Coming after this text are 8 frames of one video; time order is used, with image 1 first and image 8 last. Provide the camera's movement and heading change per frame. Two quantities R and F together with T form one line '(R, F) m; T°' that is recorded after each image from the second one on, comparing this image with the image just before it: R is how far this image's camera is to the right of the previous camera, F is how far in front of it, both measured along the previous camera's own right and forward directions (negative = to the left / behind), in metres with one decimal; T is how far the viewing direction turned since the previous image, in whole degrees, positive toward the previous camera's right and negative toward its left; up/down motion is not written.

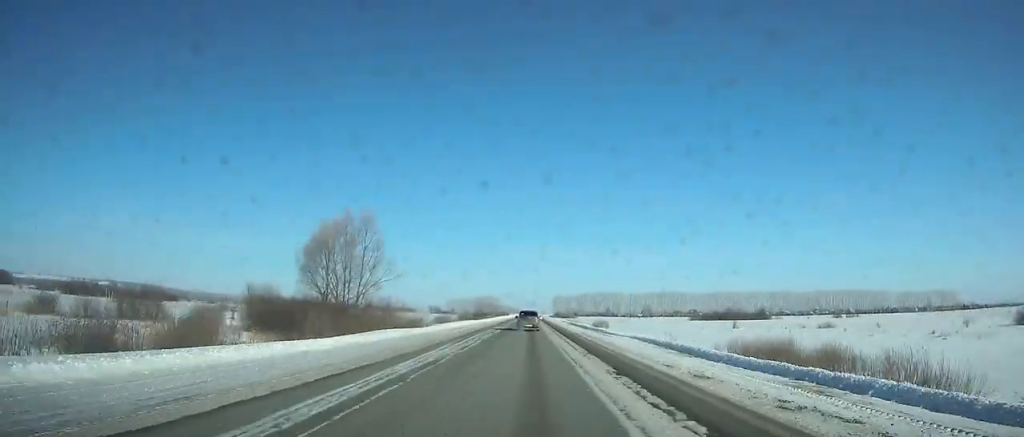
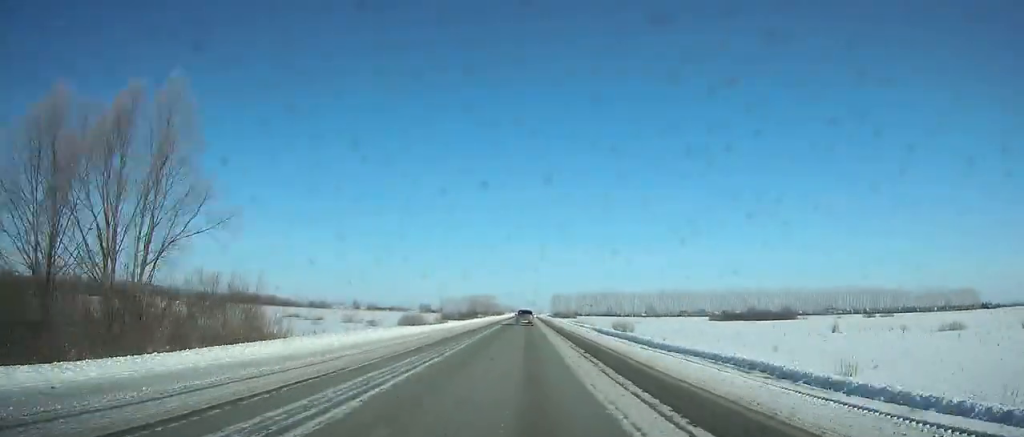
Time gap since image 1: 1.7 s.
(+0.1, +40.4) m; 0°
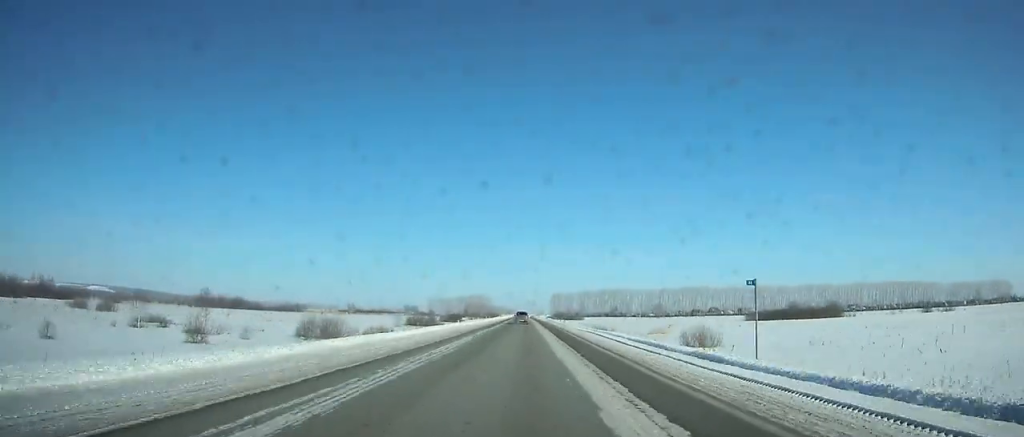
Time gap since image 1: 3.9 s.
(+0.2, +53.7) m; 0°
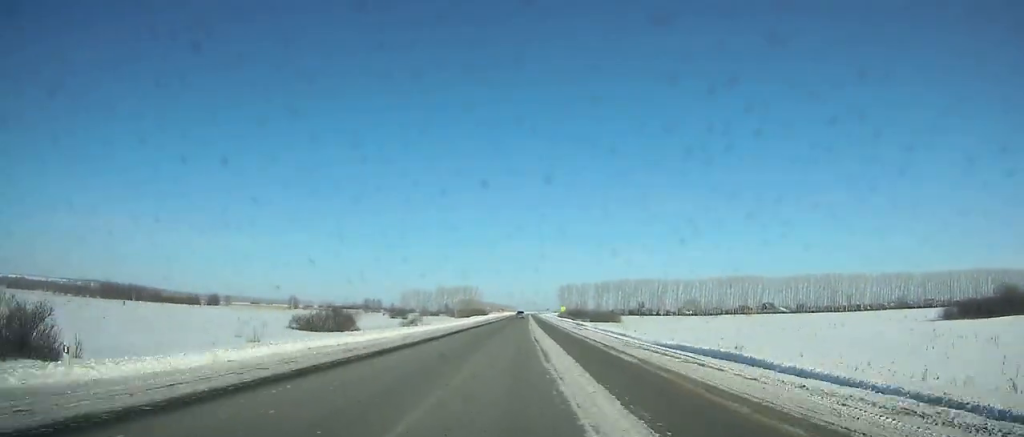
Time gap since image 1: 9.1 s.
(+0.3, +133.8) m; 0°
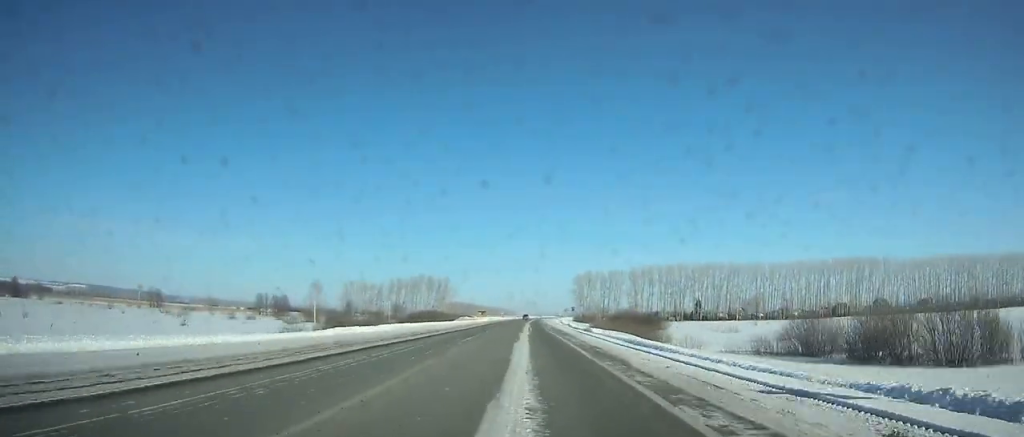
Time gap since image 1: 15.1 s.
(+0.1, +154.8) m; 0°
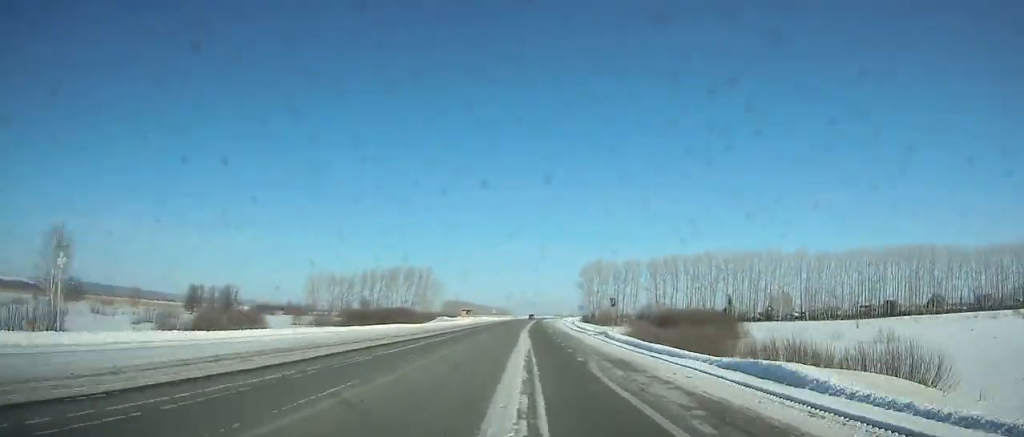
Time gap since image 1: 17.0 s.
(0.0, +47.3) m; 0°
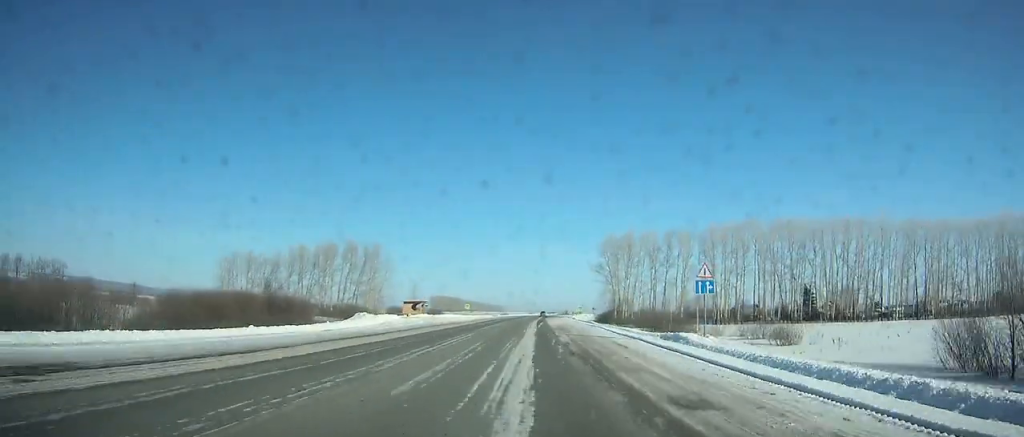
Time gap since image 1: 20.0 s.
(+0.4, +73.0) m; +1°
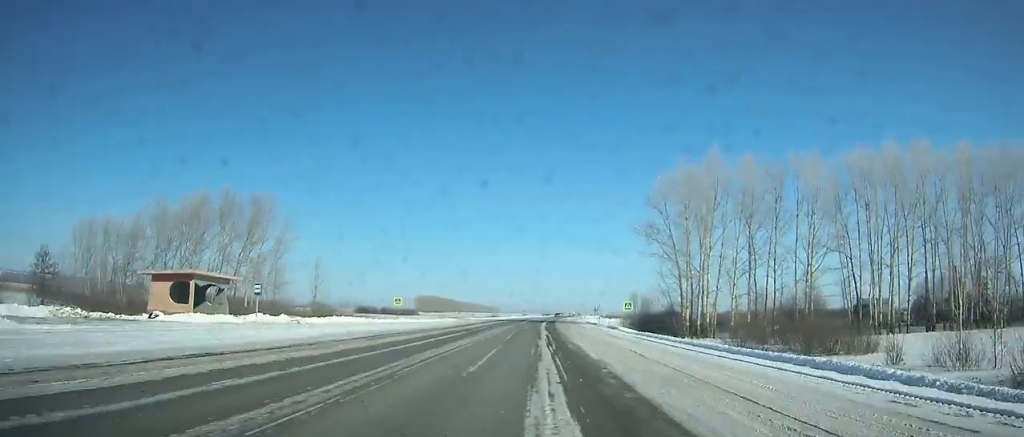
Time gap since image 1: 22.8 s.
(+0.6, +66.9) m; +1°
